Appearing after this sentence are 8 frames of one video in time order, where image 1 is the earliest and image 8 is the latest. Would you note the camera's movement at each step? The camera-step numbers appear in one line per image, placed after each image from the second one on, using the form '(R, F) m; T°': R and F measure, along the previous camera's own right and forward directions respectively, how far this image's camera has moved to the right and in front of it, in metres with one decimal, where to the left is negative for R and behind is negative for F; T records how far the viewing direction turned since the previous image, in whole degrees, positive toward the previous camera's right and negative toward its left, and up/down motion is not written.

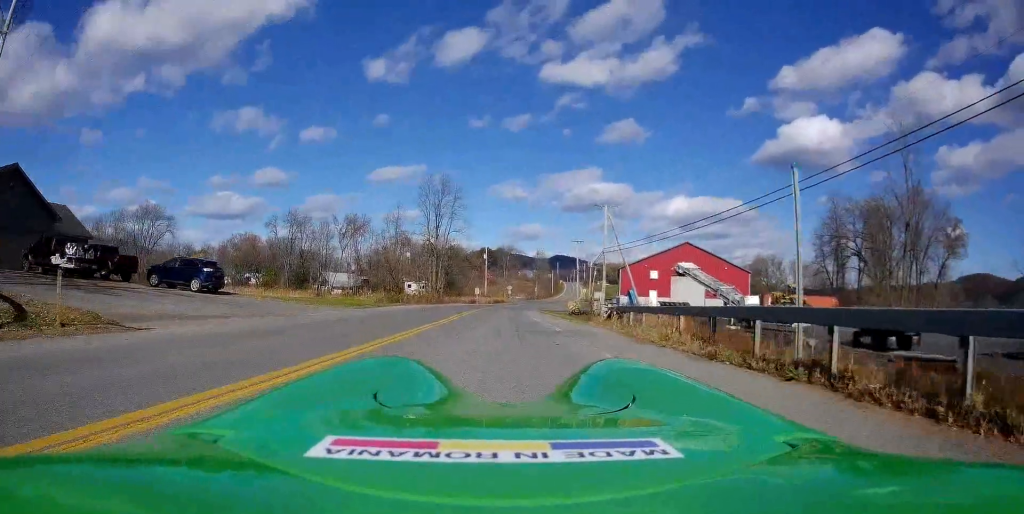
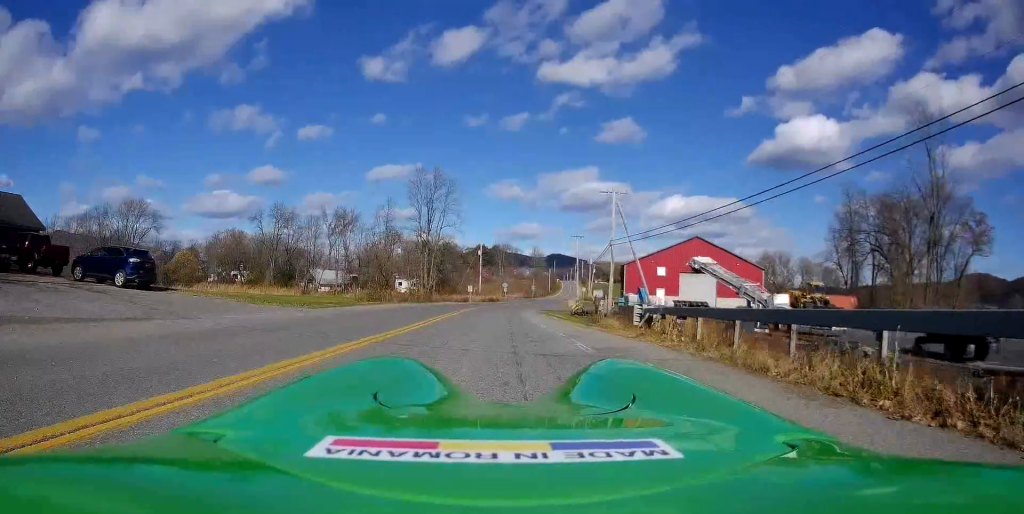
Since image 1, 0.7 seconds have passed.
(+0.2, +6.2) m; +3°
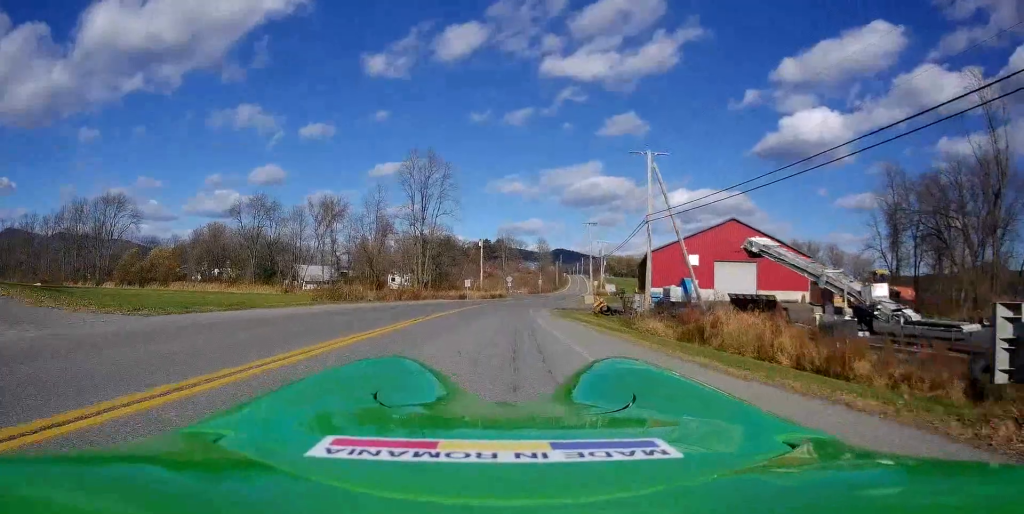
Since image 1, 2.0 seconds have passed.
(+0.3, +11.9) m; +2°
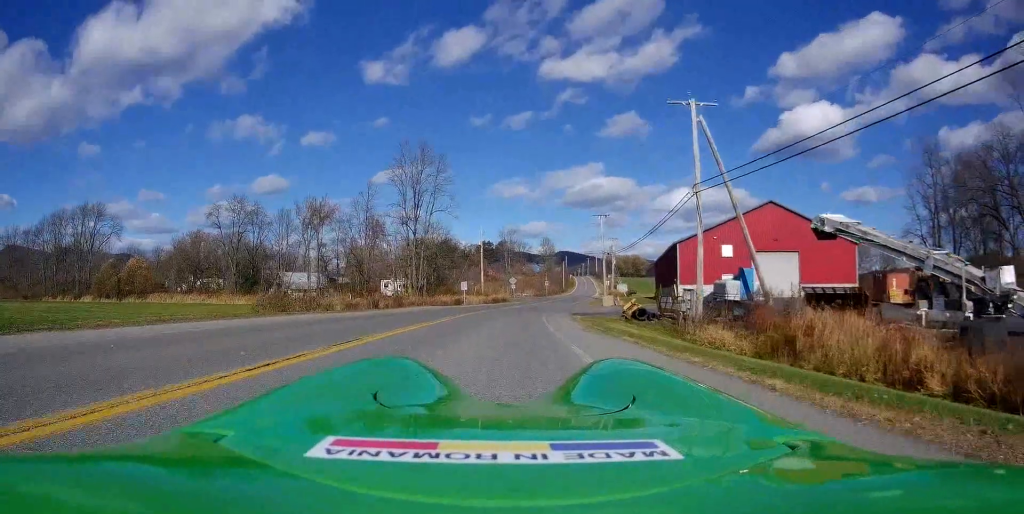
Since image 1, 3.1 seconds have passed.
(+0.1, +9.4) m; -2°
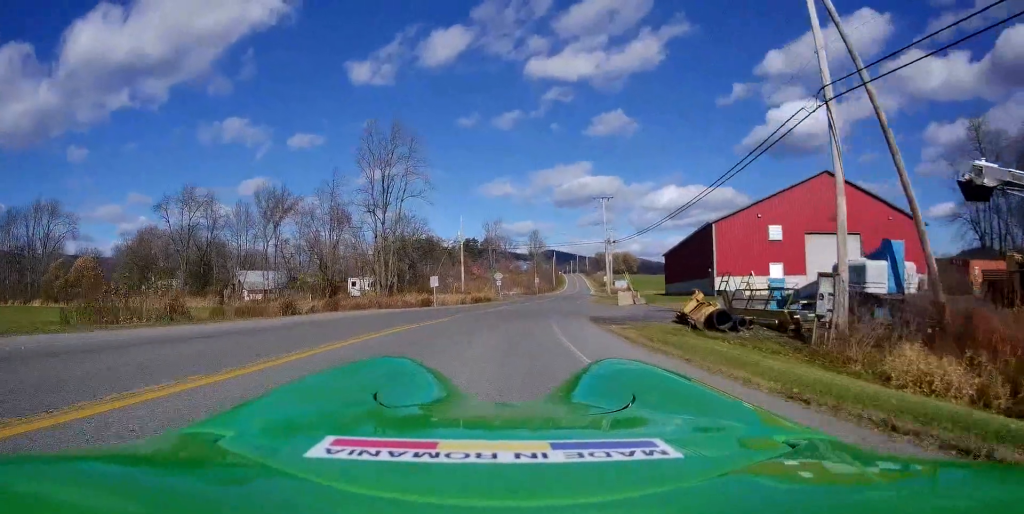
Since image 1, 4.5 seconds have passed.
(-0.6, +13.5) m; -2°
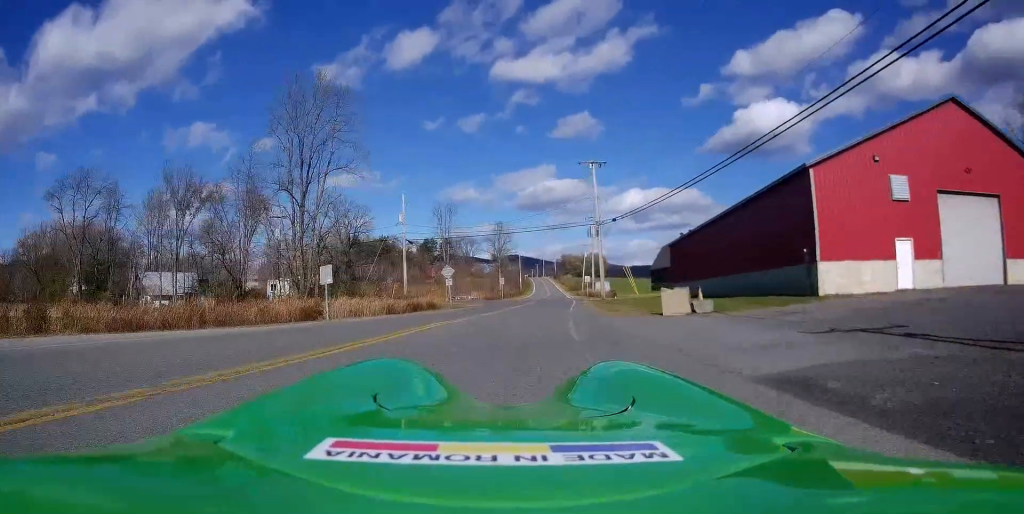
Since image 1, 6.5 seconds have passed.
(+0.7, +19.2) m; +4°
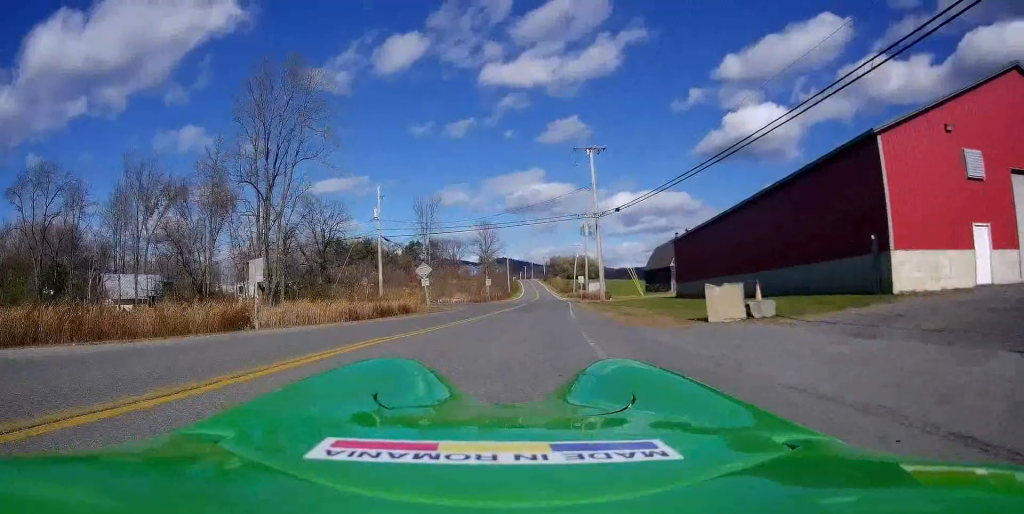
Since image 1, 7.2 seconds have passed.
(-0.1, +6.0) m; +4°
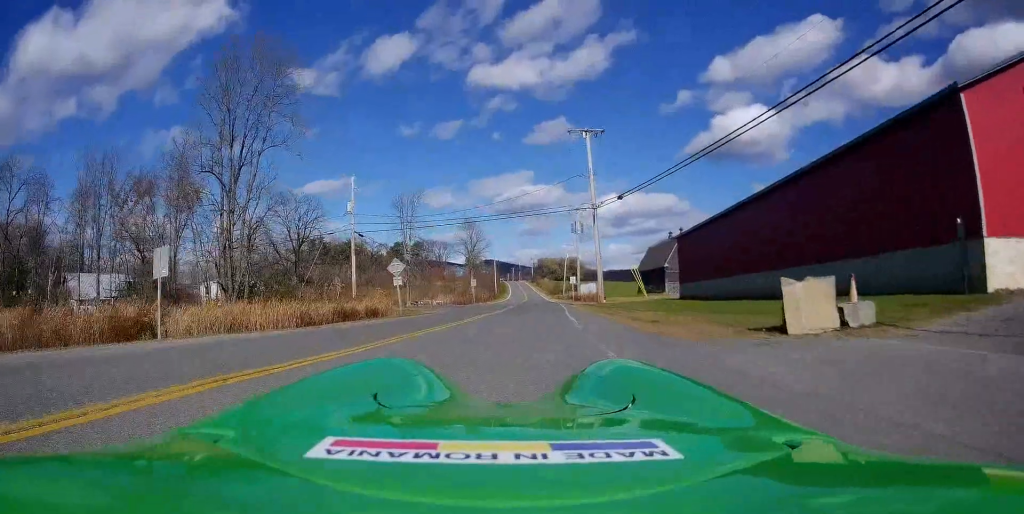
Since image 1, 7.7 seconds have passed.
(+0.2, +5.1) m; +2°
